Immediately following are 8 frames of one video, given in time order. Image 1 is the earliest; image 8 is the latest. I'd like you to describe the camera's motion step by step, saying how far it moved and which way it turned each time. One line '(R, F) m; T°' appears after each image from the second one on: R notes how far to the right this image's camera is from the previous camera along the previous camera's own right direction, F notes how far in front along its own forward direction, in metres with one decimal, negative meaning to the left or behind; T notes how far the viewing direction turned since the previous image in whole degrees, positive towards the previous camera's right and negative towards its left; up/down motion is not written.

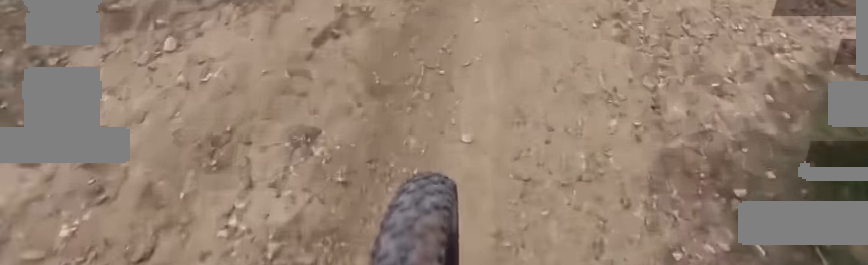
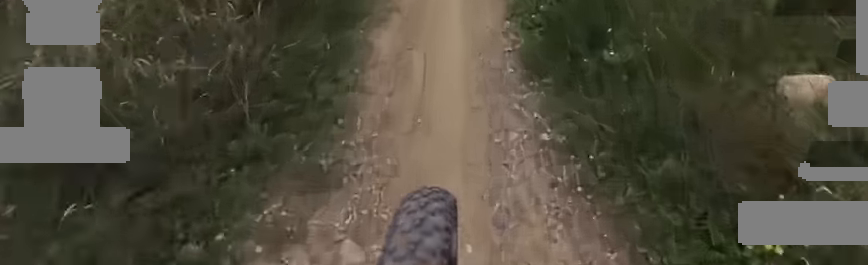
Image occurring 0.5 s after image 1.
(+0.3, +4.6) m; -3°
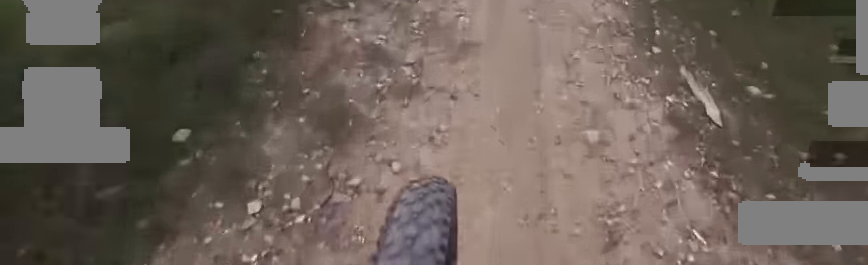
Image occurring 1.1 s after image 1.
(+0.5, +4.6) m; -4°
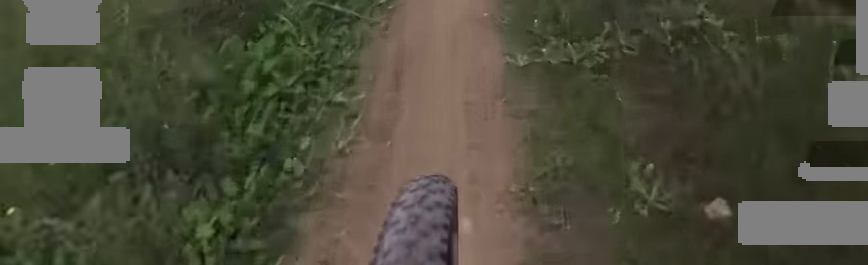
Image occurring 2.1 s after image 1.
(-1.7, +8.7) m; -10°
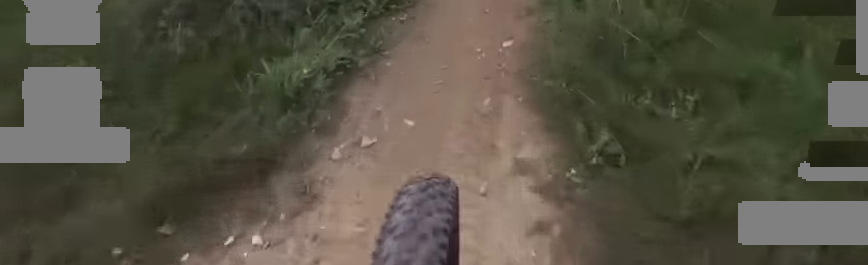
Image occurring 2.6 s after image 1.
(-0.1, +3.7) m; +5°
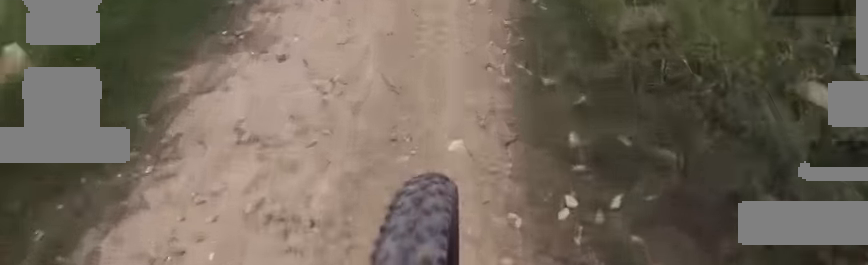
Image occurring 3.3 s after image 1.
(+0.2, +5.9) m; +5°
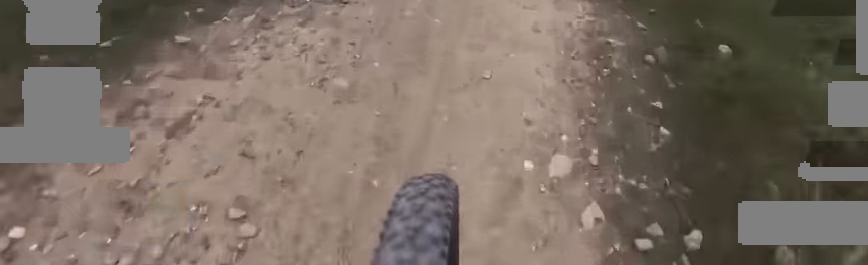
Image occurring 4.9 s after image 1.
(-0.2, +14.2) m; 0°
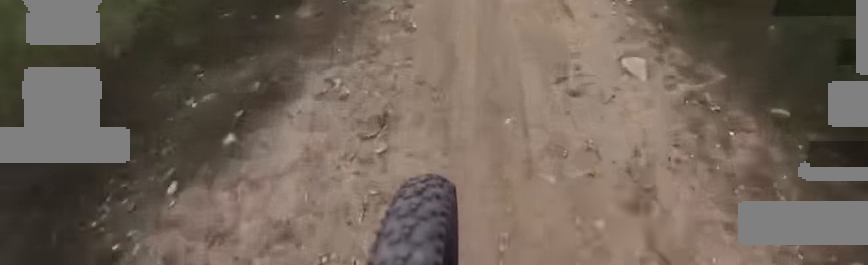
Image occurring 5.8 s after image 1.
(+1.0, +7.5) m; +8°
